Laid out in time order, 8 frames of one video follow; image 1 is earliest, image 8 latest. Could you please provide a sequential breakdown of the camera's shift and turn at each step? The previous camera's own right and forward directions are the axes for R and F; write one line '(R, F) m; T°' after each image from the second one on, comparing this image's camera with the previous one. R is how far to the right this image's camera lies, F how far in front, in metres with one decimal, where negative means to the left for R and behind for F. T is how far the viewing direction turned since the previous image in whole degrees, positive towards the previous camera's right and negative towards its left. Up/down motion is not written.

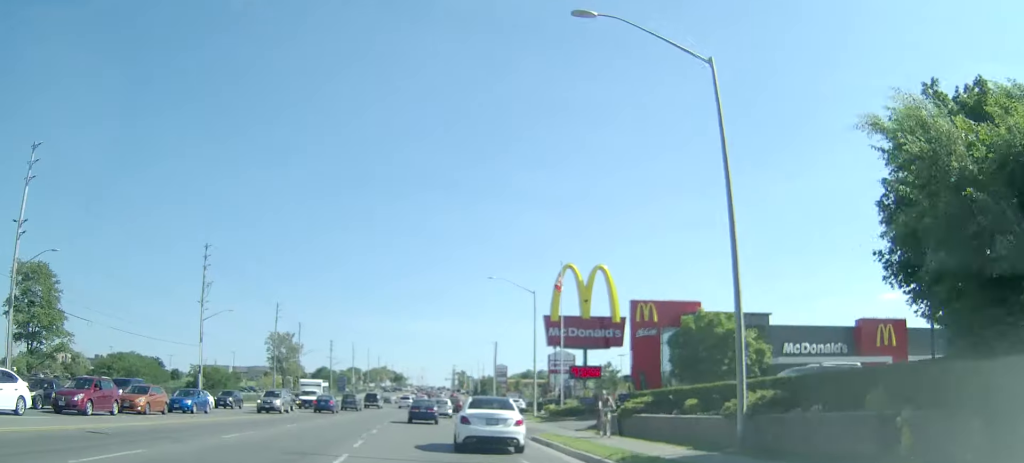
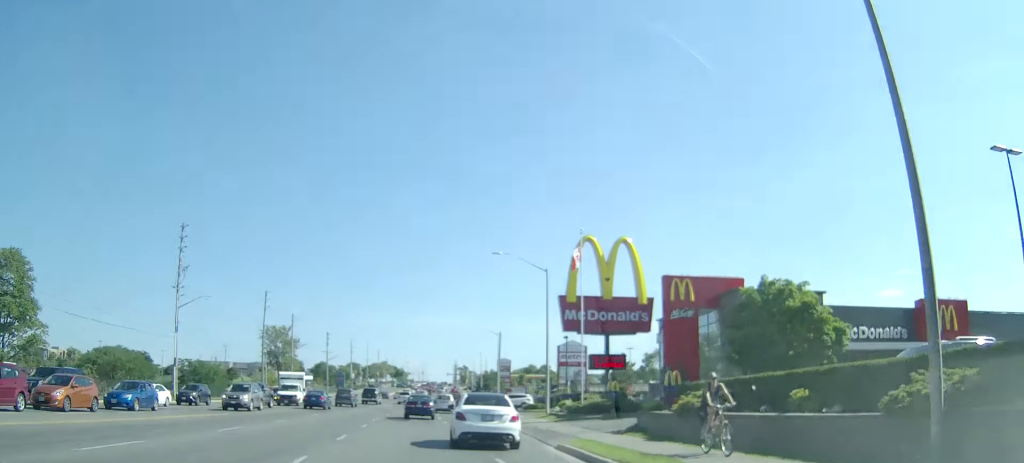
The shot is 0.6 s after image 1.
(0.0, +7.3) m; 0°
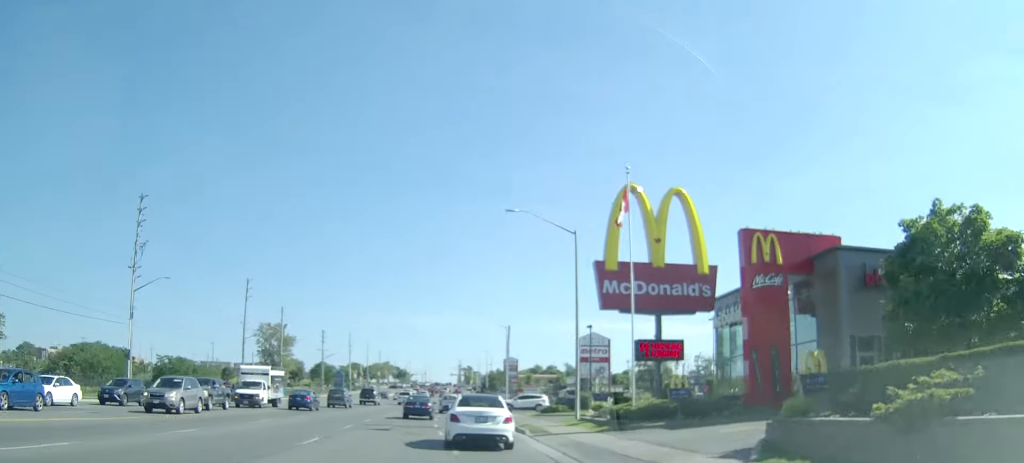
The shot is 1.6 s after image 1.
(0.0, +10.8) m; 0°
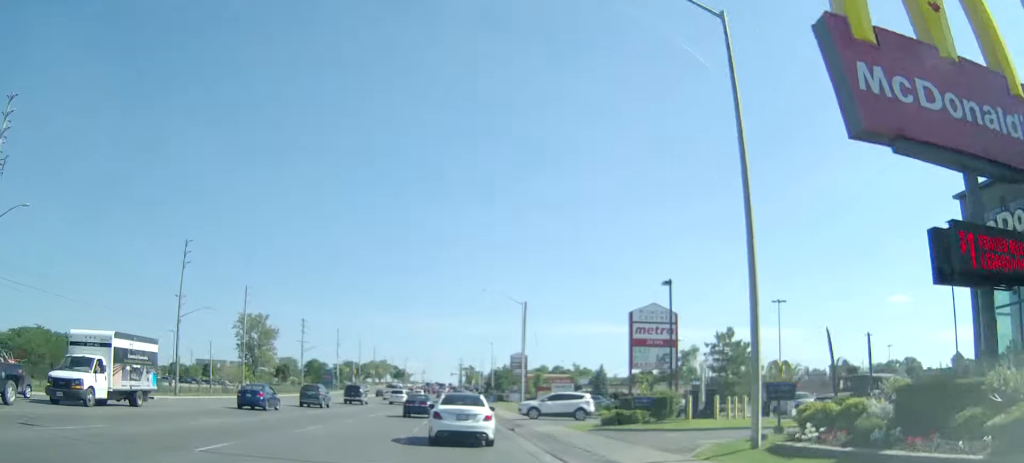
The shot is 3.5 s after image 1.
(-0.1, +22.3) m; 0°
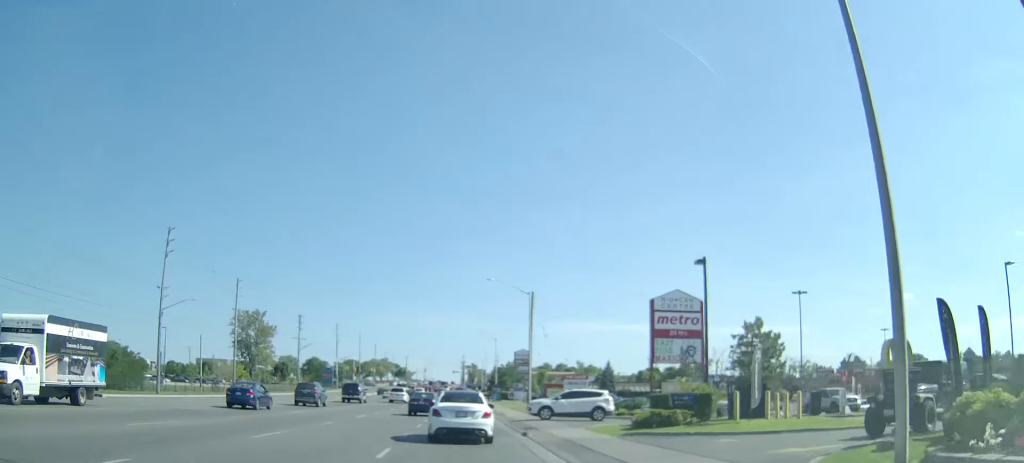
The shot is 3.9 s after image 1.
(0.0, +5.1) m; 0°
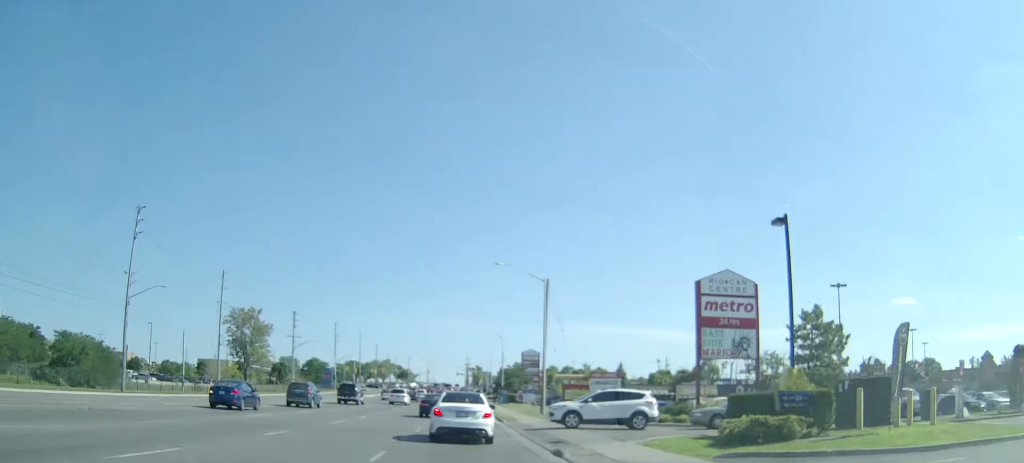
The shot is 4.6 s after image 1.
(0.0, +8.1) m; 0°
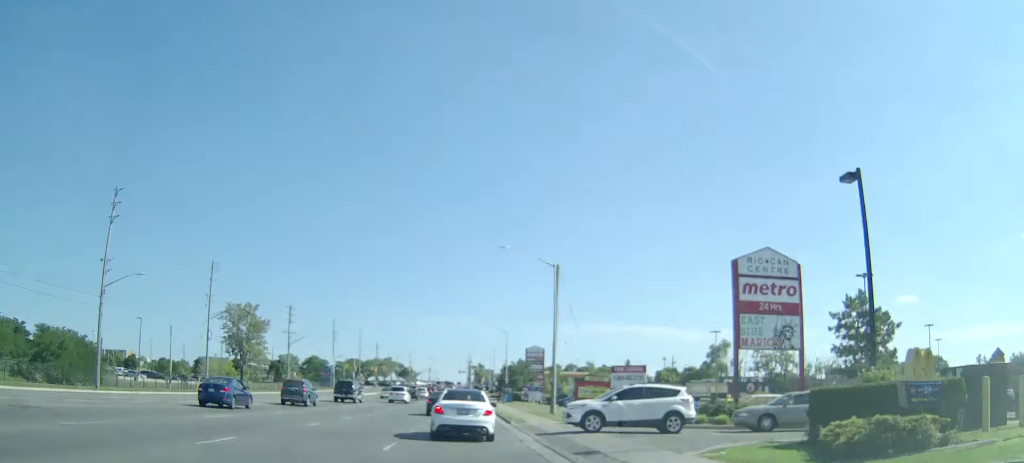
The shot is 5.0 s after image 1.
(0.0, +4.9) m; 0°
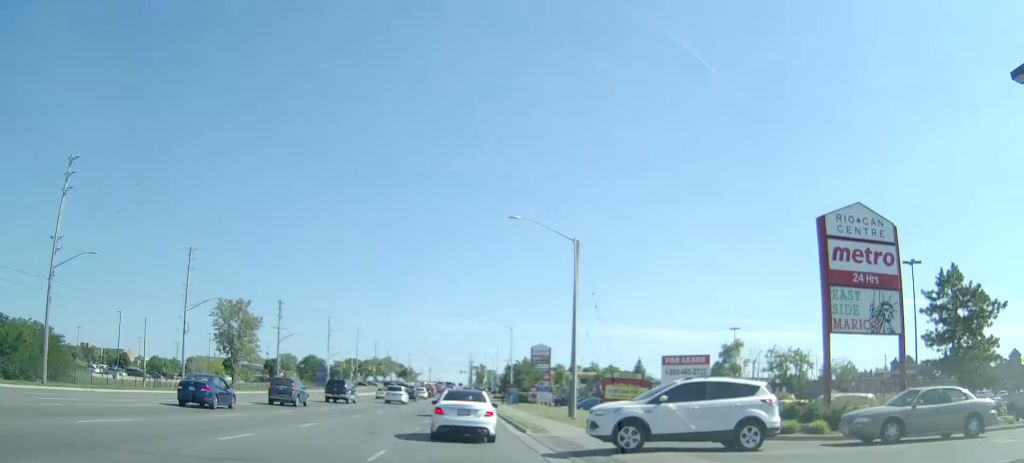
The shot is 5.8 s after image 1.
(0.0, +8.2) m; 0°
